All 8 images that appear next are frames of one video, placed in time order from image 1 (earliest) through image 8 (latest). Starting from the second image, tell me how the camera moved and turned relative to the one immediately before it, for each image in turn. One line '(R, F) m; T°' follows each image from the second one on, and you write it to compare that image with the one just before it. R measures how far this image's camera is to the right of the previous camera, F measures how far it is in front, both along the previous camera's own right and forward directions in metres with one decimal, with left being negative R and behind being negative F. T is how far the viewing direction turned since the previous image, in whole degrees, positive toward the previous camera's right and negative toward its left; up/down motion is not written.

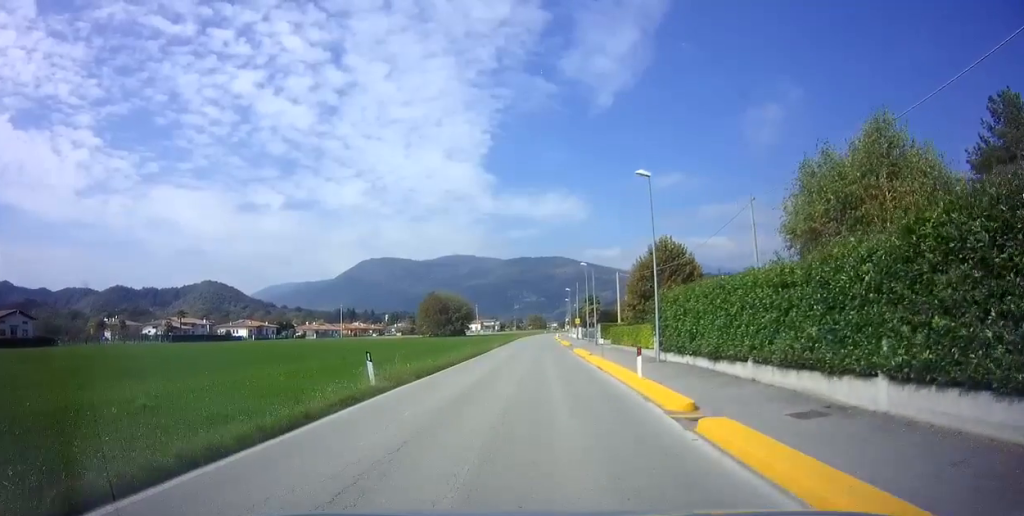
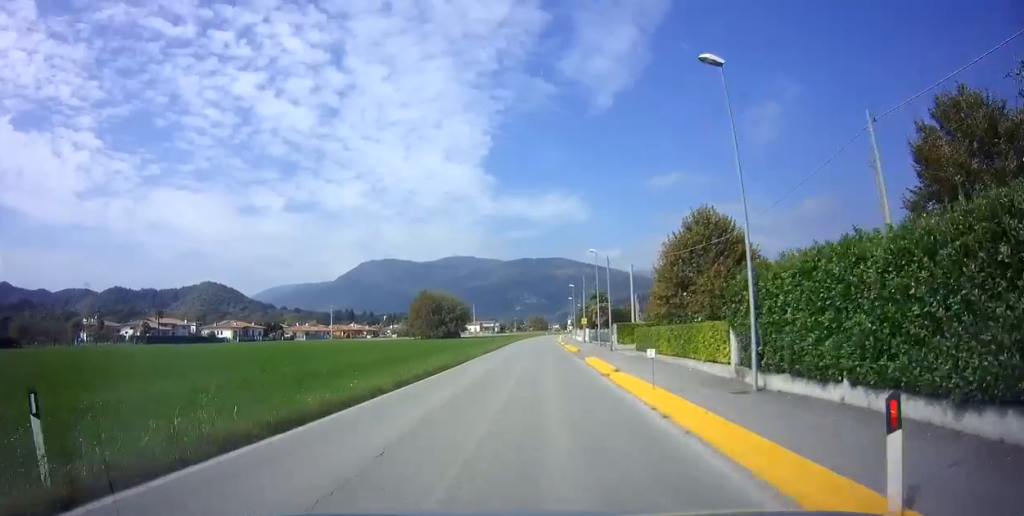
(0.0, +11.2) m; 0°
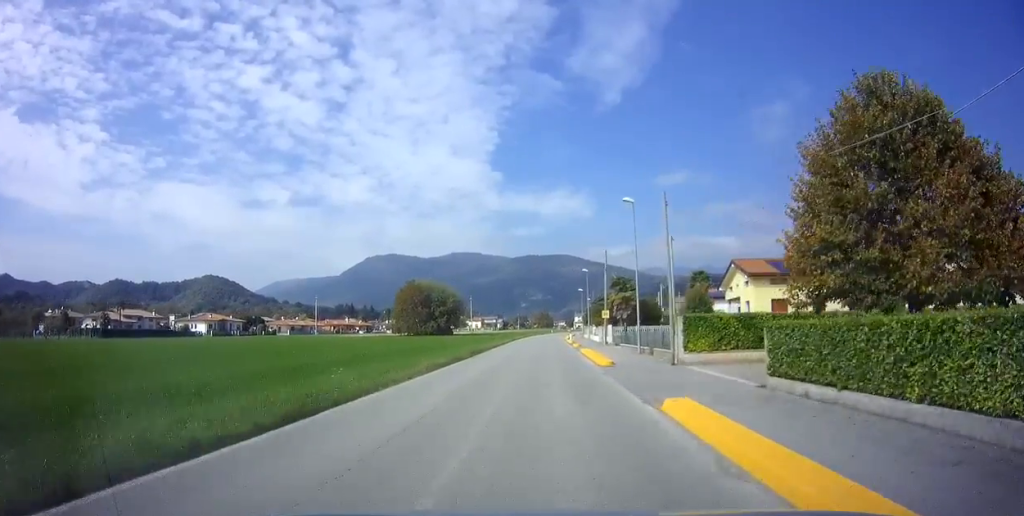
(0.0, +17.5) m; 0°
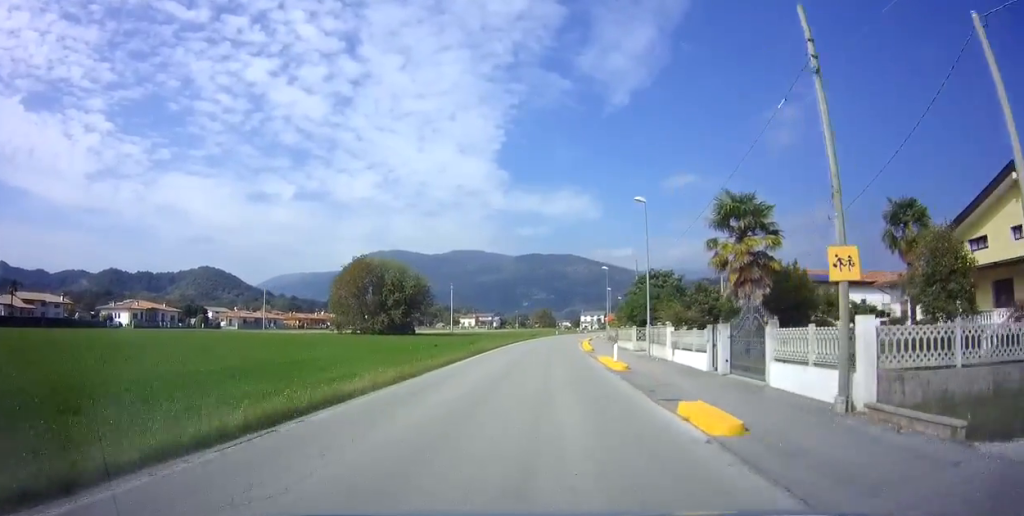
(-0.1, +35.3) m; 0°
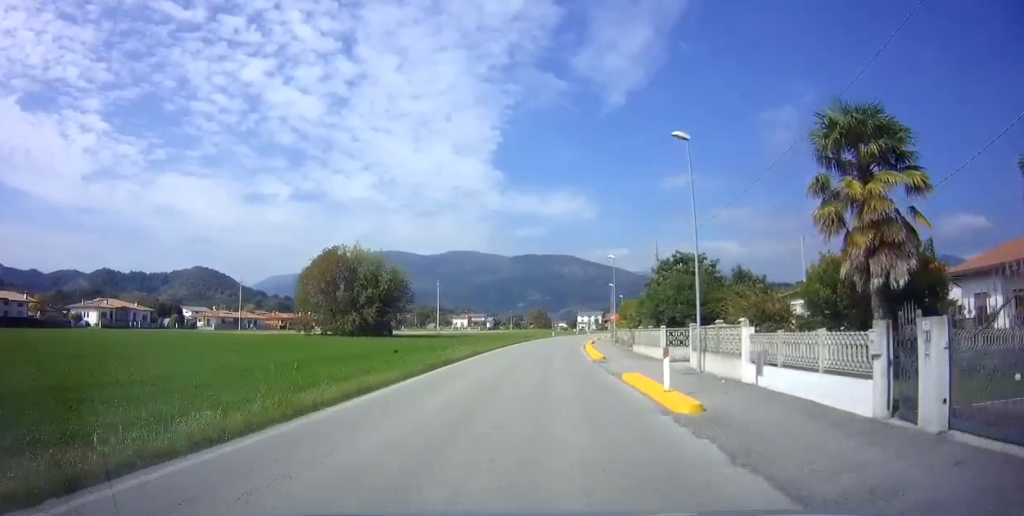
(0.0, +10.4) m; 0°
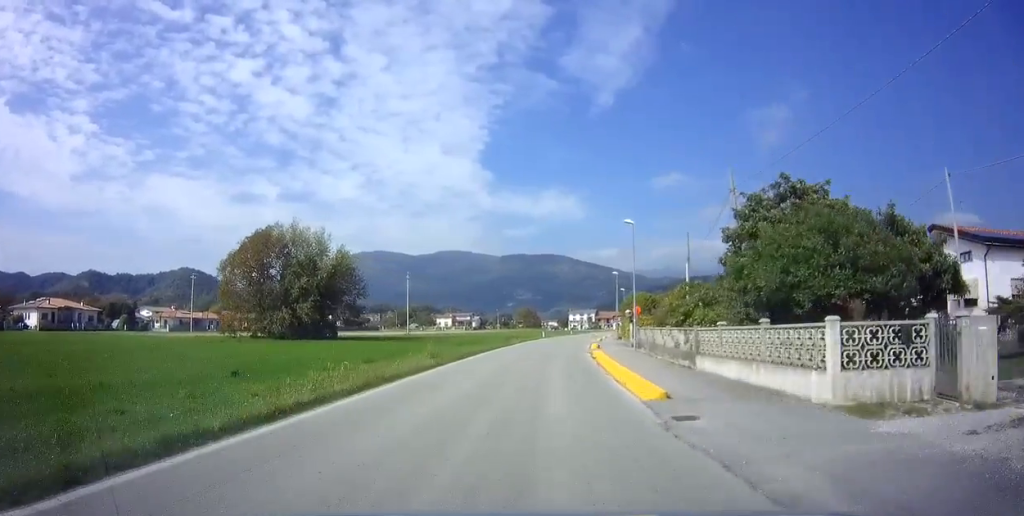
(0.0, +16.0) m; +1°
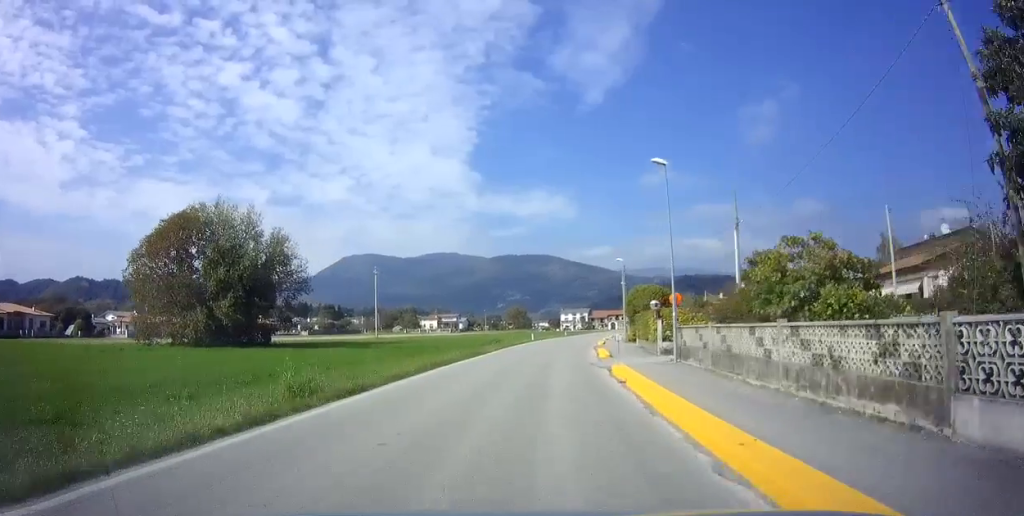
(+0.1, +12.4) m; +1°
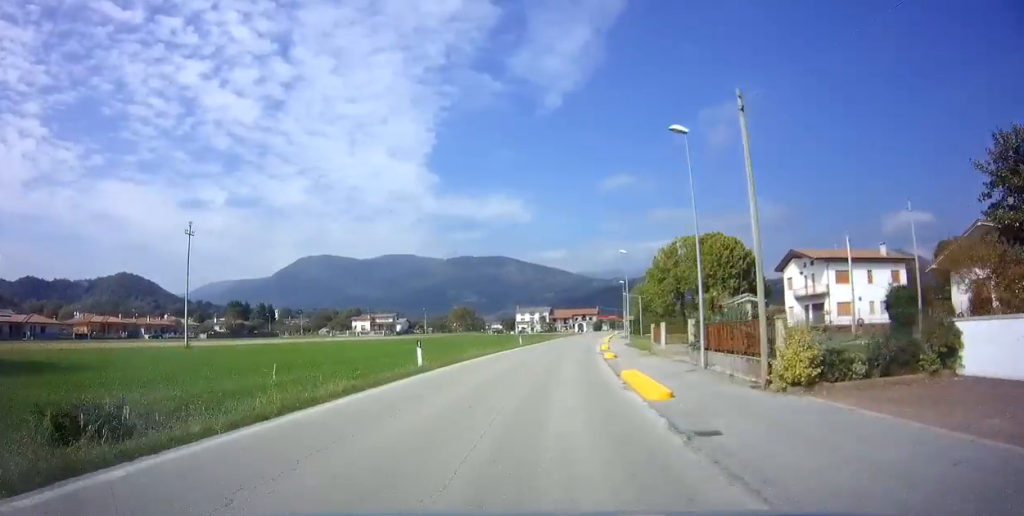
(+1.5, +36.9) m; +5°
